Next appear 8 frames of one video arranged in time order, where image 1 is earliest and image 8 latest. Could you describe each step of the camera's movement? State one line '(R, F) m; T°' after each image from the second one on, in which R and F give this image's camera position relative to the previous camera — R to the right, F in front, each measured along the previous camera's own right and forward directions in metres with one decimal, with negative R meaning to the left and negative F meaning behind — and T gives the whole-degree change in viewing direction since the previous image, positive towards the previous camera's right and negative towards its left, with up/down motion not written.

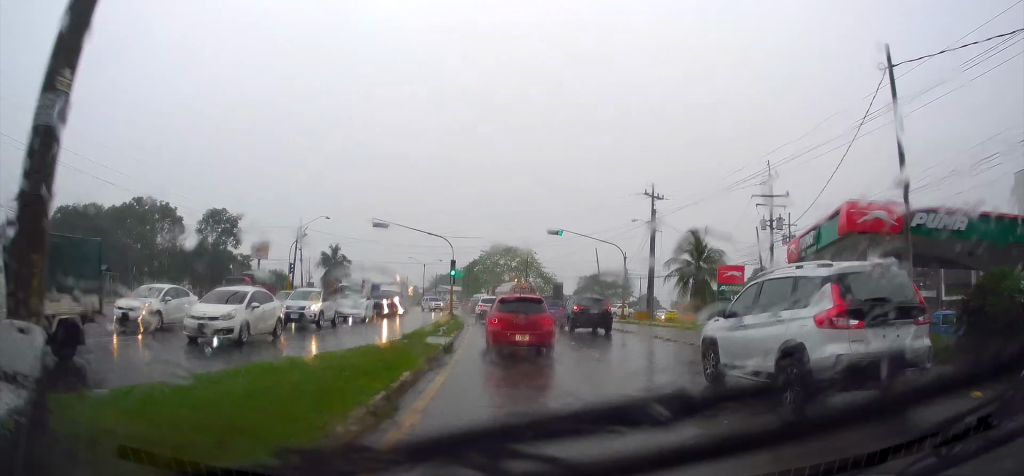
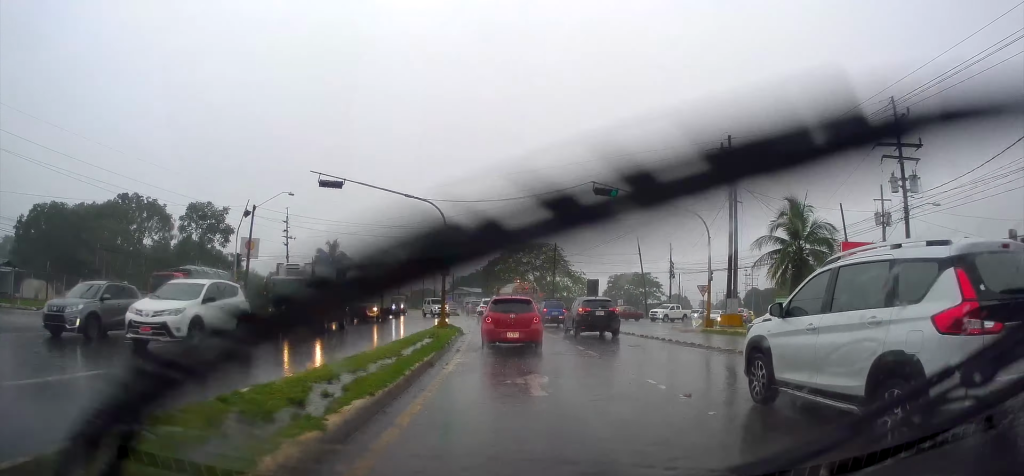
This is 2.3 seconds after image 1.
(-0.7, +11.5) m; -4°
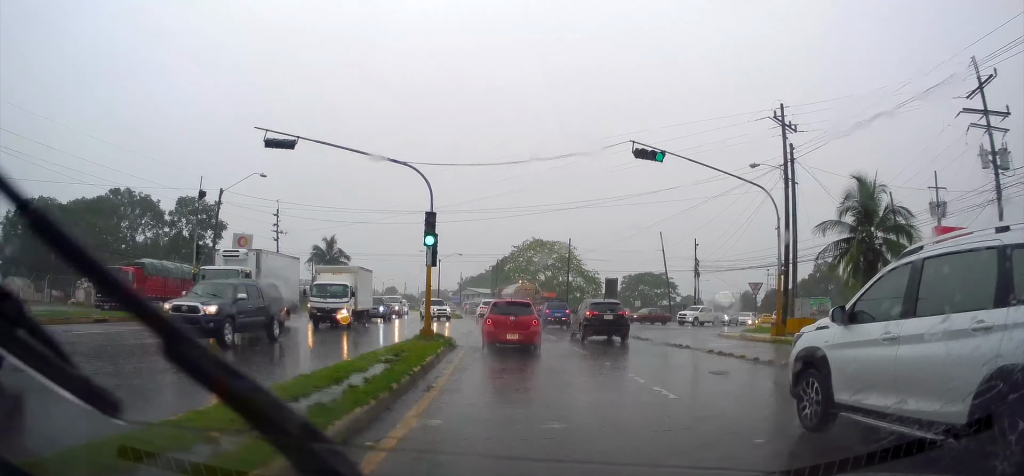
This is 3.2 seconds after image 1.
(0.0, +5.3) m; -1°
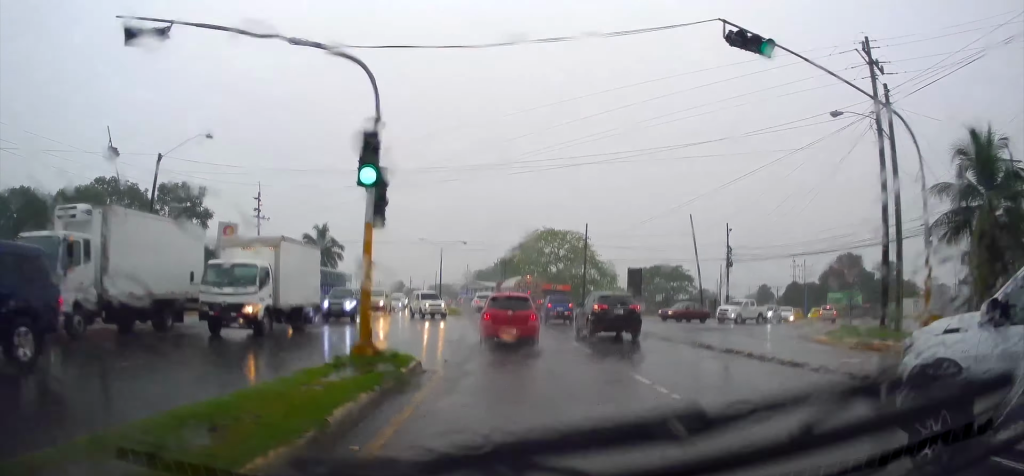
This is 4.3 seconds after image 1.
(0.0, +6.5) m; 0°
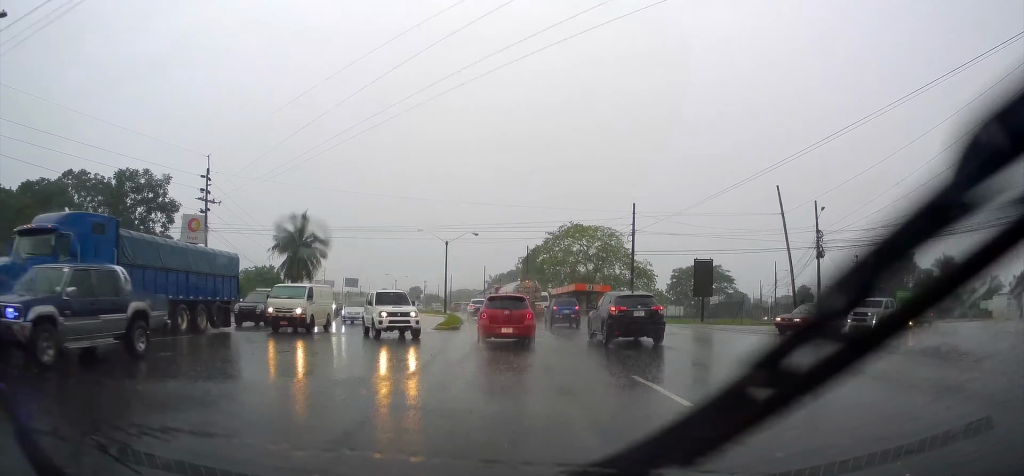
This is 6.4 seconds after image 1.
(-0.1, +16.4) m; -1°
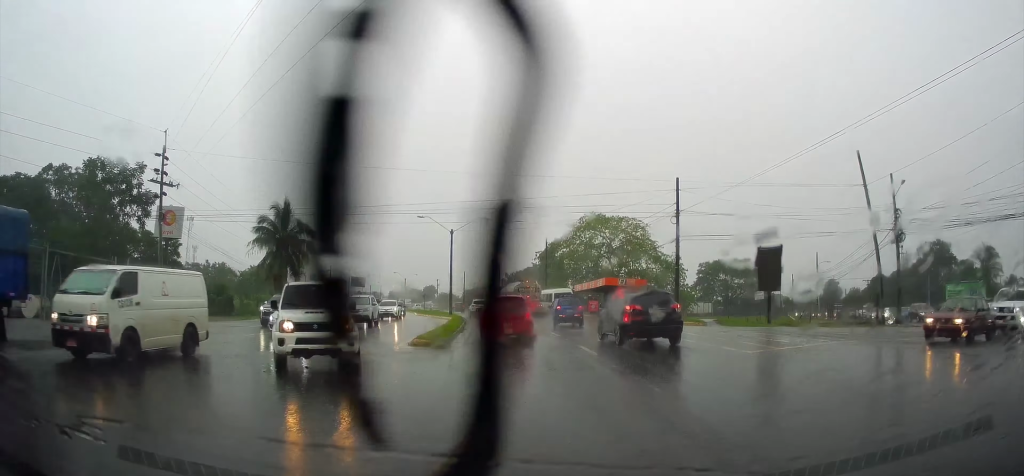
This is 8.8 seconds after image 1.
(-0.2, +18.0) m; -2°
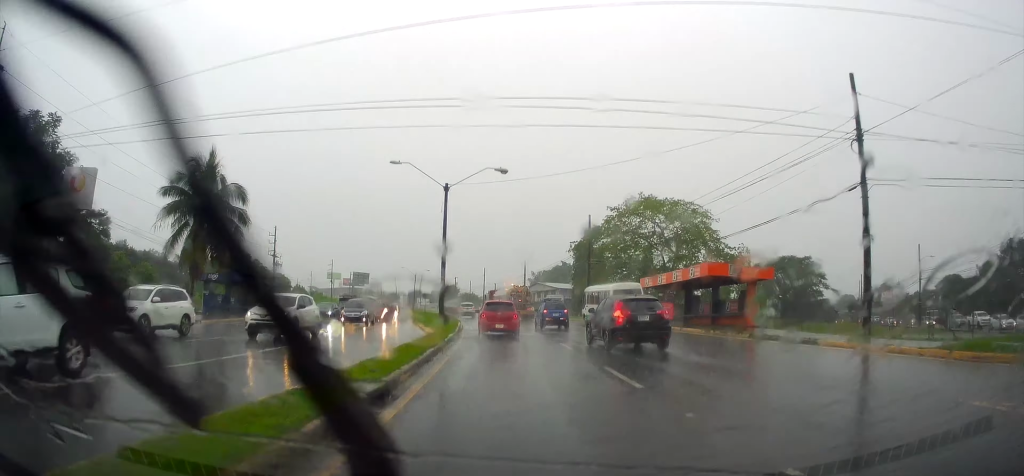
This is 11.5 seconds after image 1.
(-0.5, +21.2) m; -3°
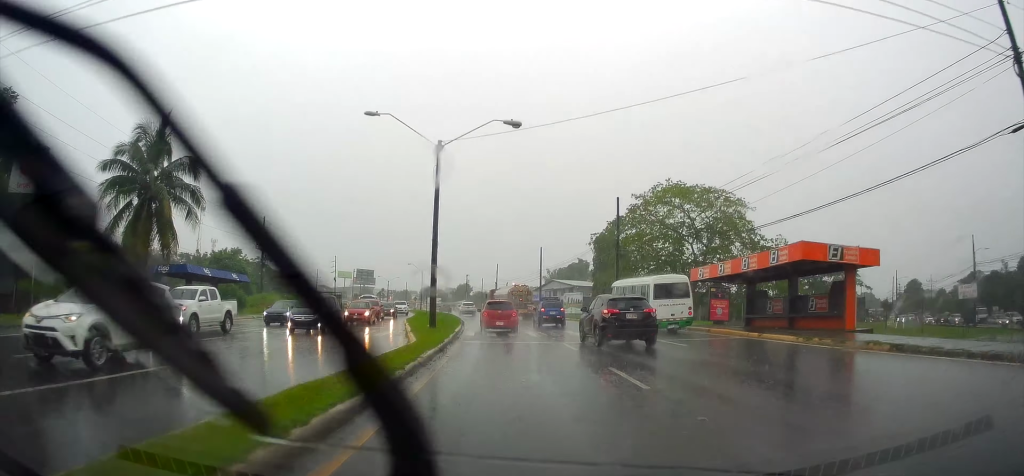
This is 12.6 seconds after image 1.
(+0.1, +8.4) m; -1°
